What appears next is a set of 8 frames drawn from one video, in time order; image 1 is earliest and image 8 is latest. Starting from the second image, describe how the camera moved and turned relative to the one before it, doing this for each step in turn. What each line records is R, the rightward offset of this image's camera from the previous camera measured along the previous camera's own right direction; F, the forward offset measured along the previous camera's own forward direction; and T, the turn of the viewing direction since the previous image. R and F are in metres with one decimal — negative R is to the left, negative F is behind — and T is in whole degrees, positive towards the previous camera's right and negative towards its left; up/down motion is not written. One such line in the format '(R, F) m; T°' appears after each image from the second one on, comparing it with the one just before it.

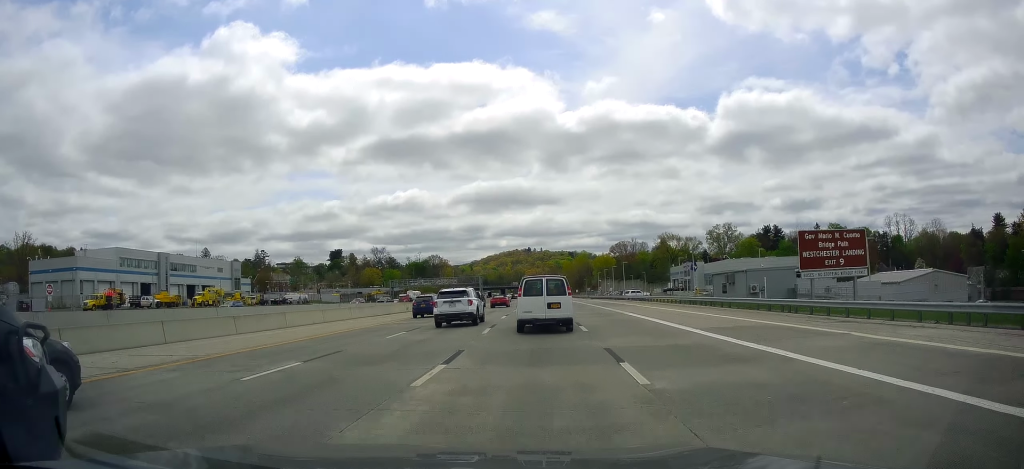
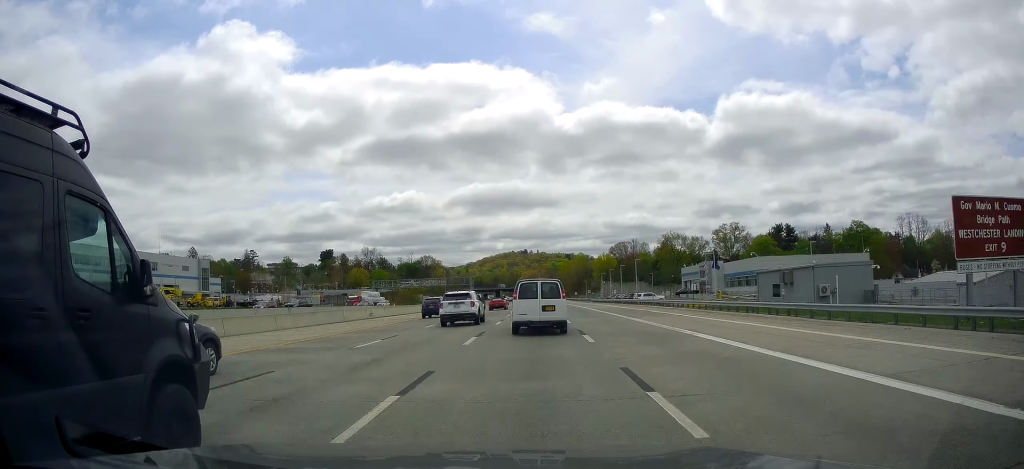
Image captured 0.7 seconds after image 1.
(-0.1, +15.5) m; +1°
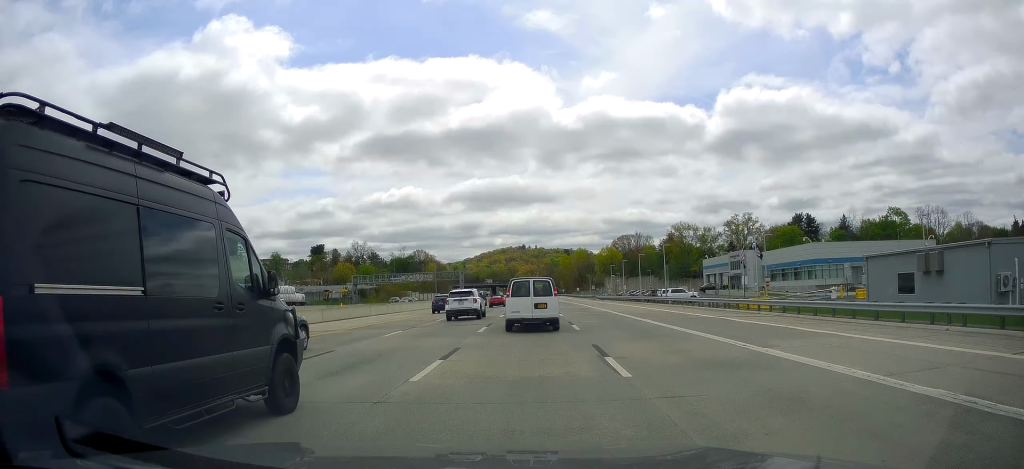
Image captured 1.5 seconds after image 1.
(+0.3, +19.5) m; +1°
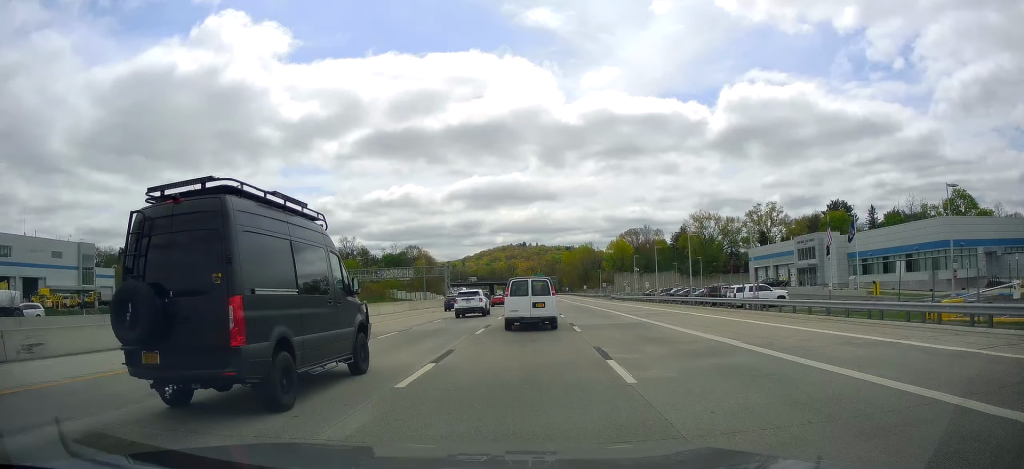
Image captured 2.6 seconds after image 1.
(+0.1, +25.9) m; 0°
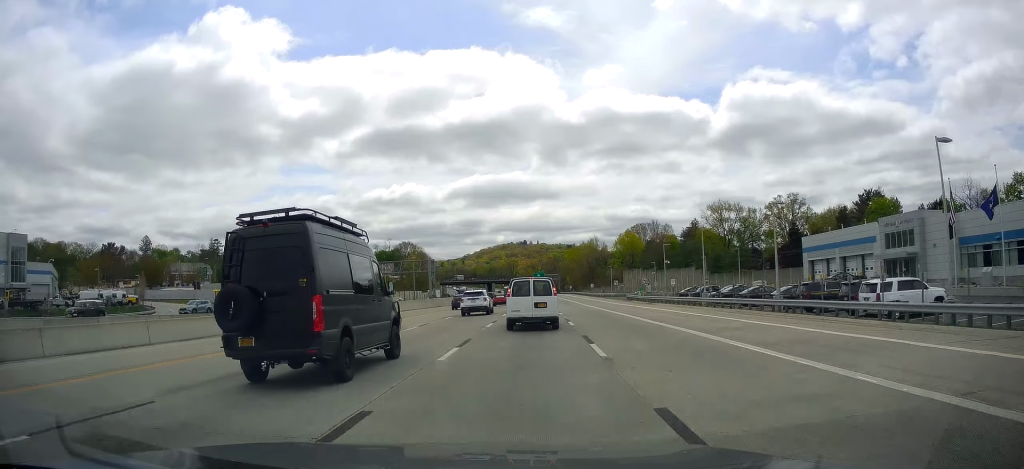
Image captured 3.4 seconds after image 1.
(-0.2, +19.9) m; 0°
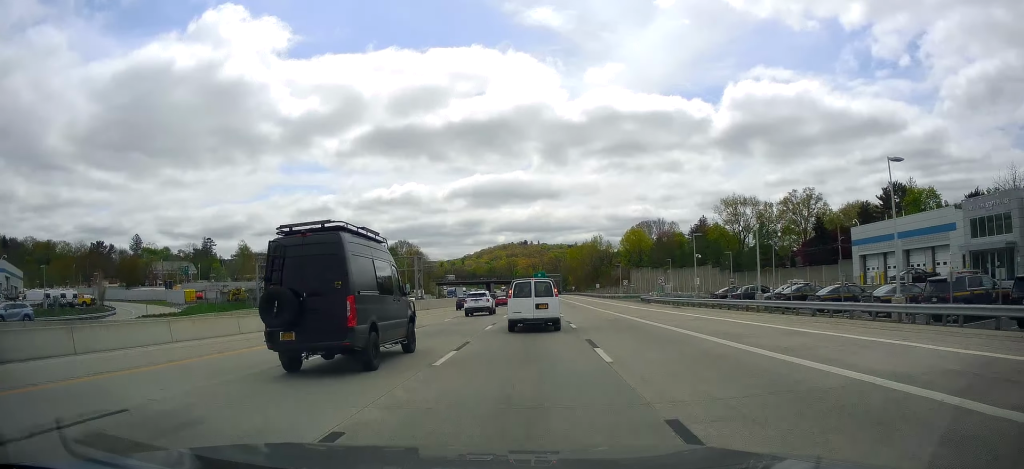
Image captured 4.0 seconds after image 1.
(0.0, +12.8) m; 0°
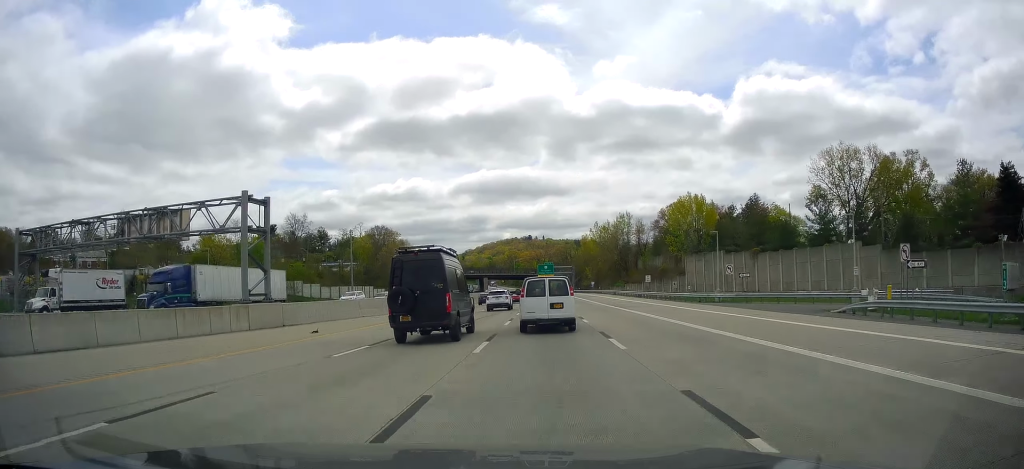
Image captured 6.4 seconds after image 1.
(-1.2, +58.2) m; -2°
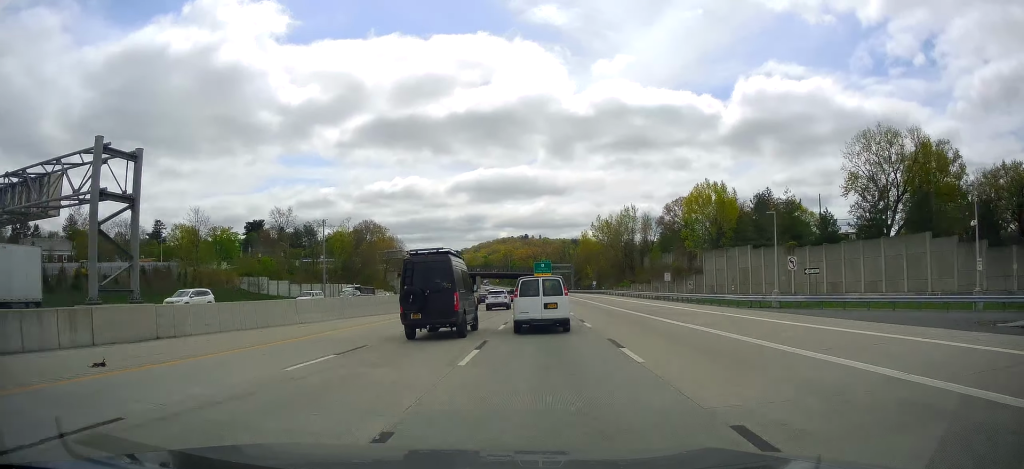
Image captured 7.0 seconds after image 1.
(0.0, +14.4) m; +1°
